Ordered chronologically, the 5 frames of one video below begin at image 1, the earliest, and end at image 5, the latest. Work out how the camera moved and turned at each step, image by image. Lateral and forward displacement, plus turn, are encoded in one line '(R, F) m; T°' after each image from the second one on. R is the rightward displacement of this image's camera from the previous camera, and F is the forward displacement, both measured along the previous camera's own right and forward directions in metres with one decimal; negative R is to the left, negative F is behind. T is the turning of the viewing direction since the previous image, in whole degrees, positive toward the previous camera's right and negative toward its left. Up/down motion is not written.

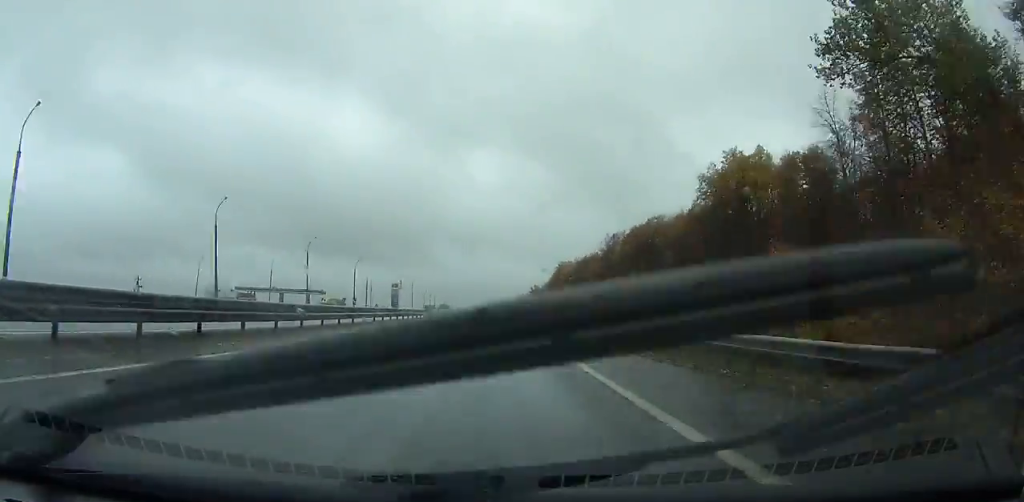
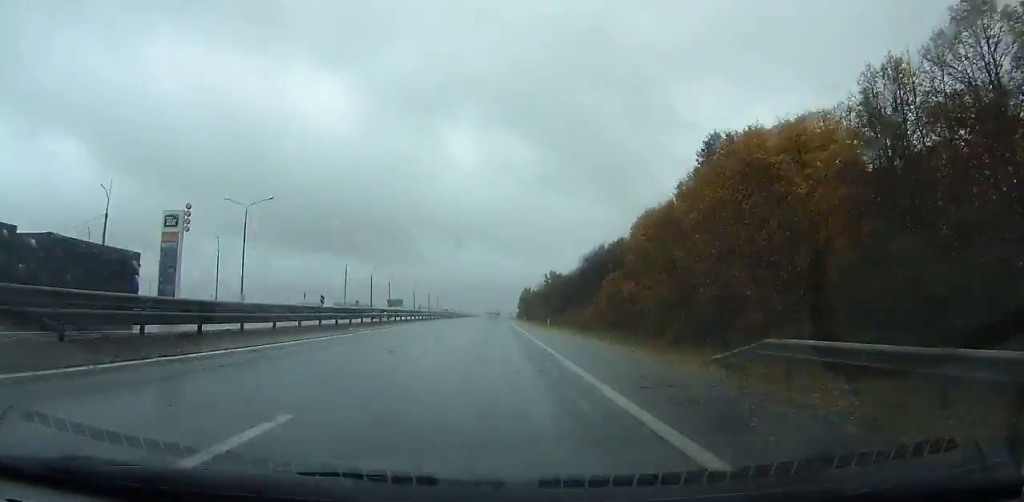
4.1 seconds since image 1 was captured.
(-0.1, +114.0) m; 0°
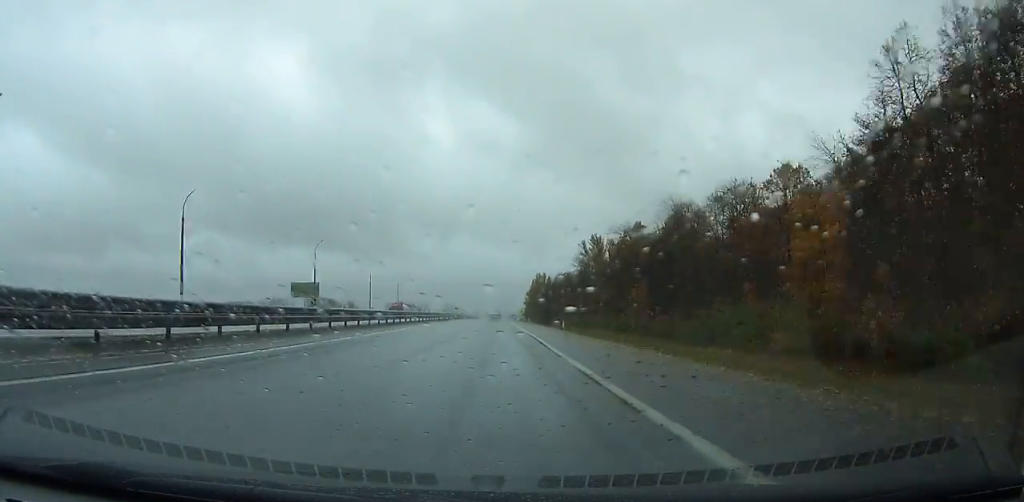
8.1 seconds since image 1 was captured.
(-0.2, +110.2) m; 0°
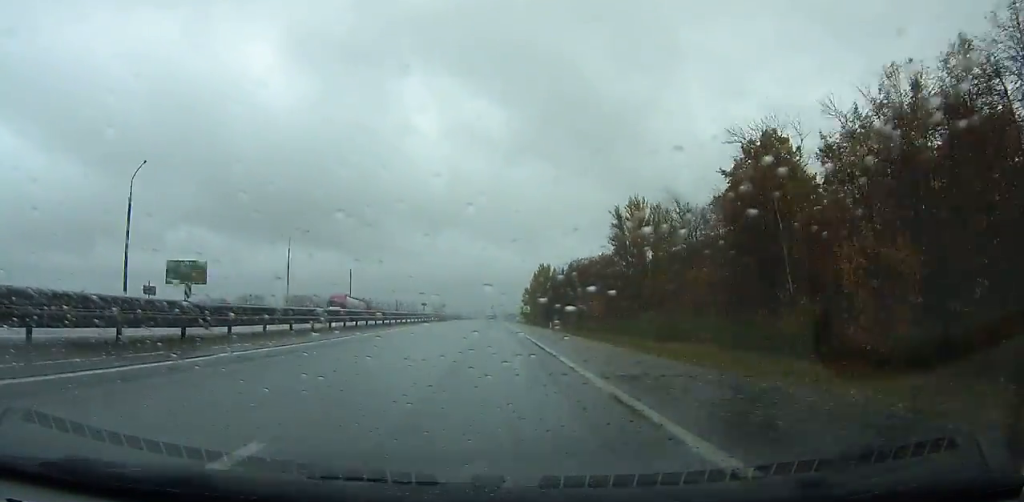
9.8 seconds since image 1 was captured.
(0.0, +46.9) m; 0°
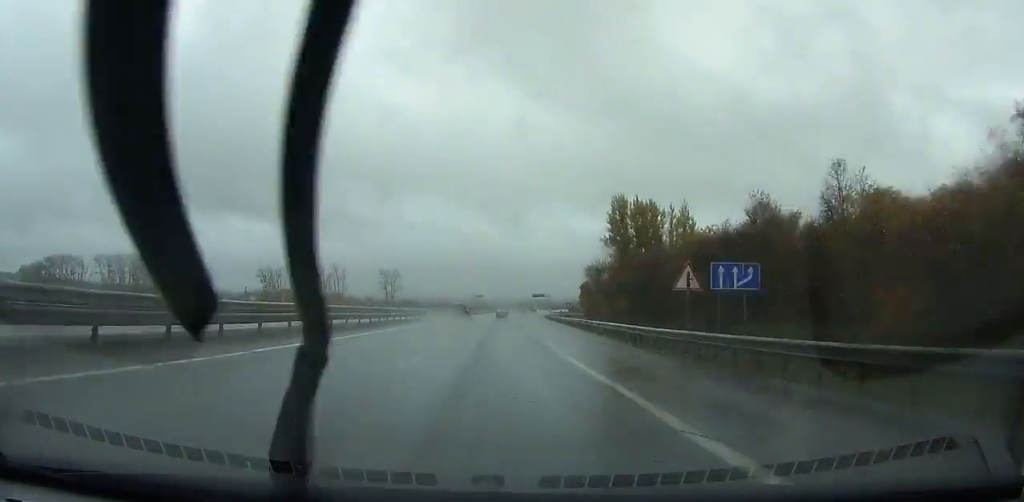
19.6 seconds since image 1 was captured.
(-1.2, +270.6) m; 0°
